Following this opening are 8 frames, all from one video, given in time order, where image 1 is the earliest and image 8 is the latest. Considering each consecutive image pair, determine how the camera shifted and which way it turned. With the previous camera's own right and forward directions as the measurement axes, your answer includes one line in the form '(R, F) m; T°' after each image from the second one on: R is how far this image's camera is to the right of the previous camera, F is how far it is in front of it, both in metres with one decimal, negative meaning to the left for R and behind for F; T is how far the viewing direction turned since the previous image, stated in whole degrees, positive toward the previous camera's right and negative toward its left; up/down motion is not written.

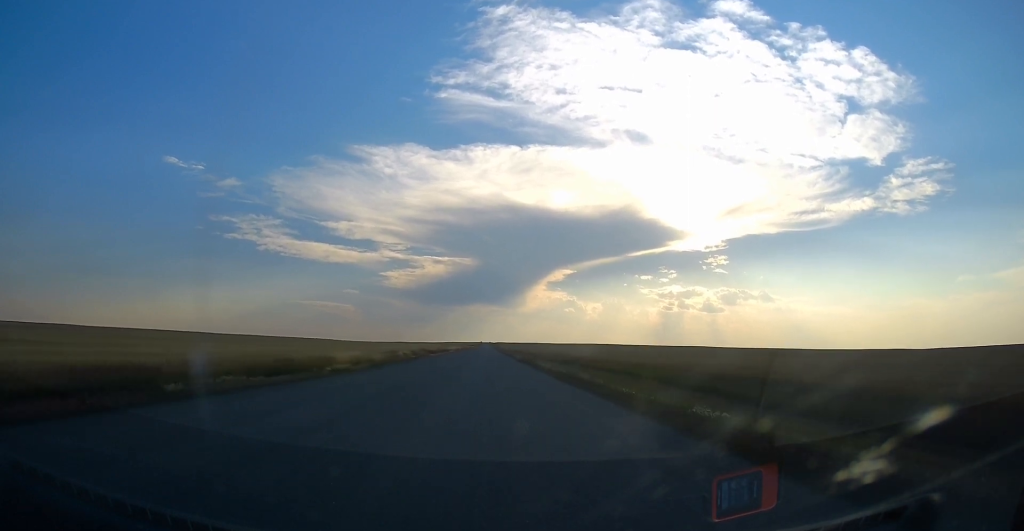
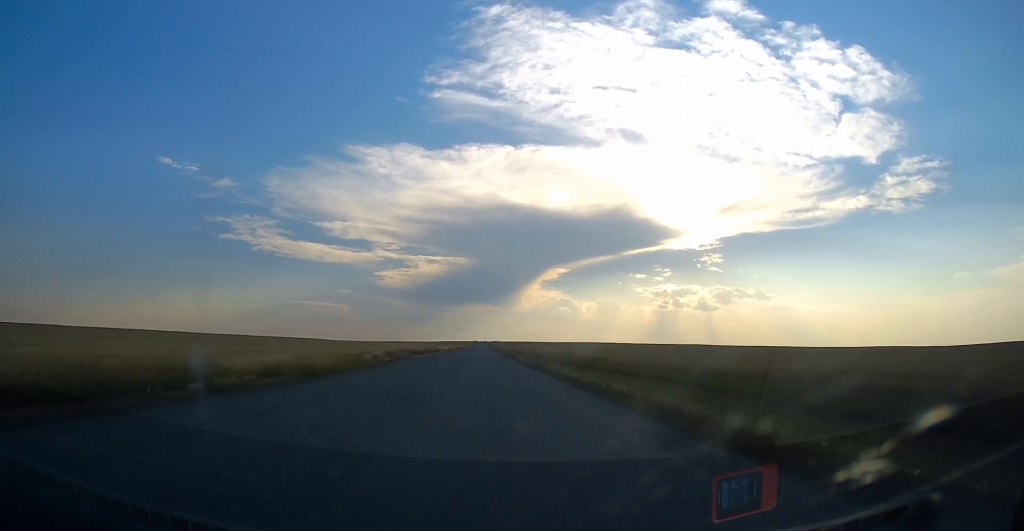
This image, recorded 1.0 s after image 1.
(-0.3, +16.6) m; -1°
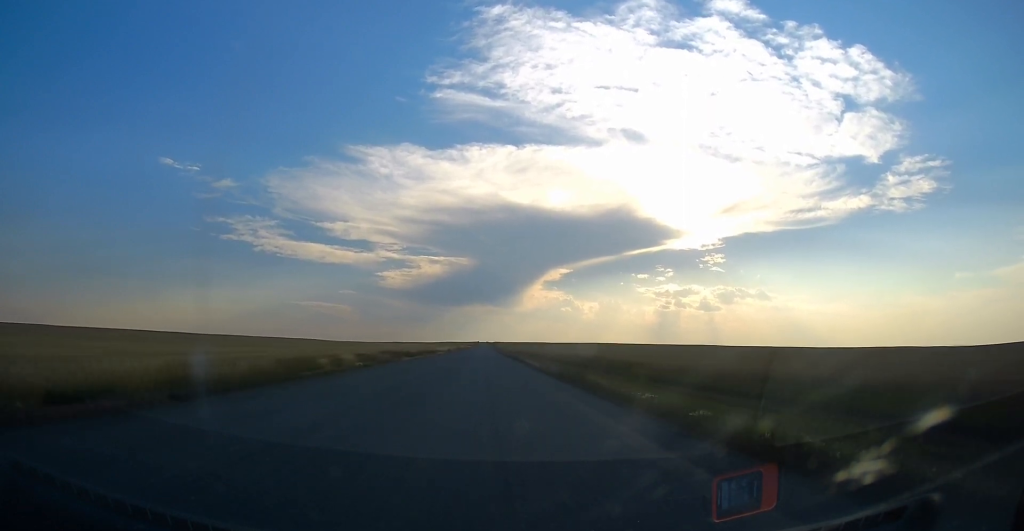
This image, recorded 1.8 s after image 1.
(0.0, +13.9) m; 0°
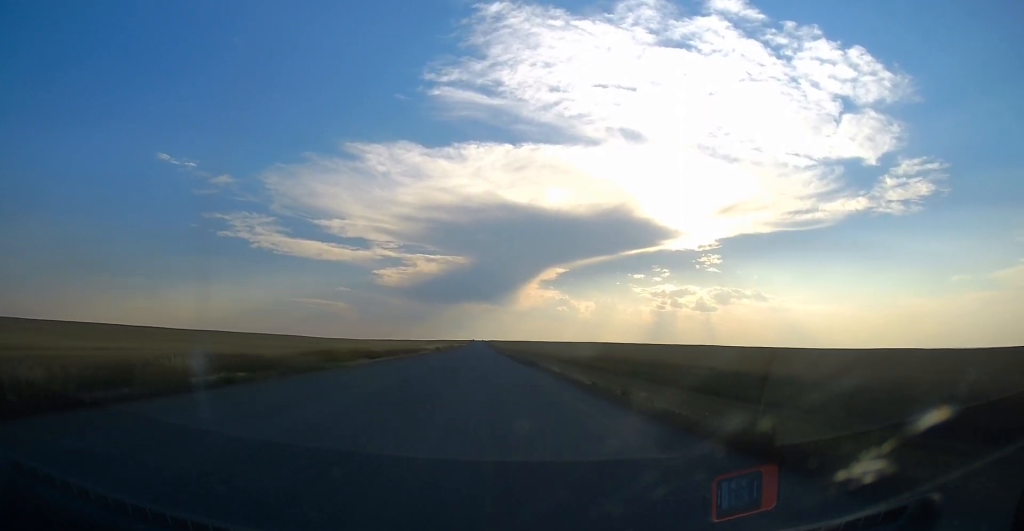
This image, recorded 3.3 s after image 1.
(0.0, +24.9) m; 0°
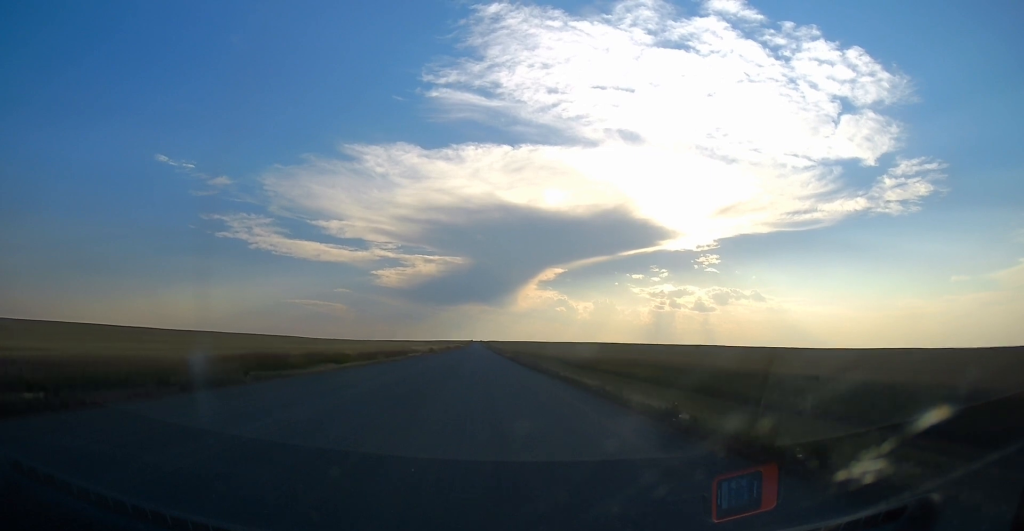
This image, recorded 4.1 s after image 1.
(0.0, +12.0) m; +1°
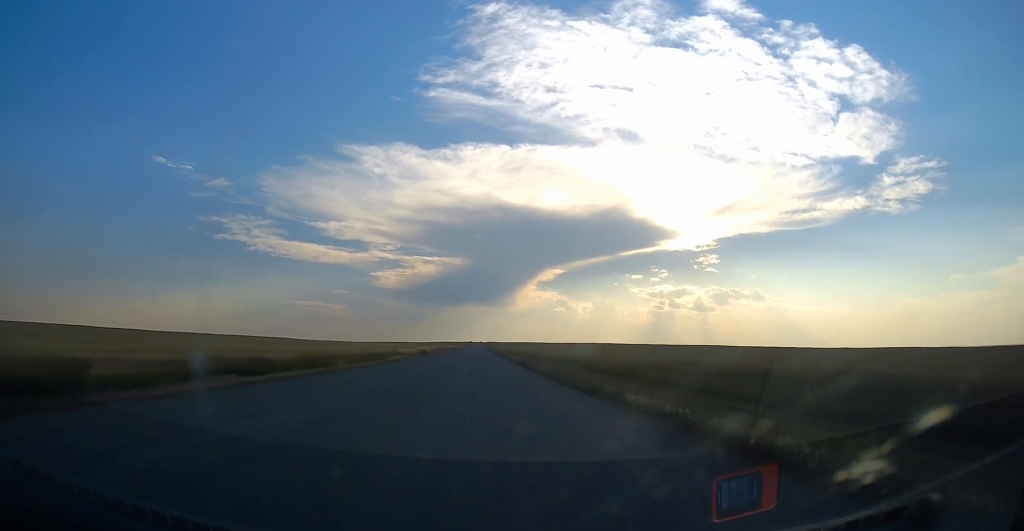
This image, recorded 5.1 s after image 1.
(+0.2, +16.9) m; +1°
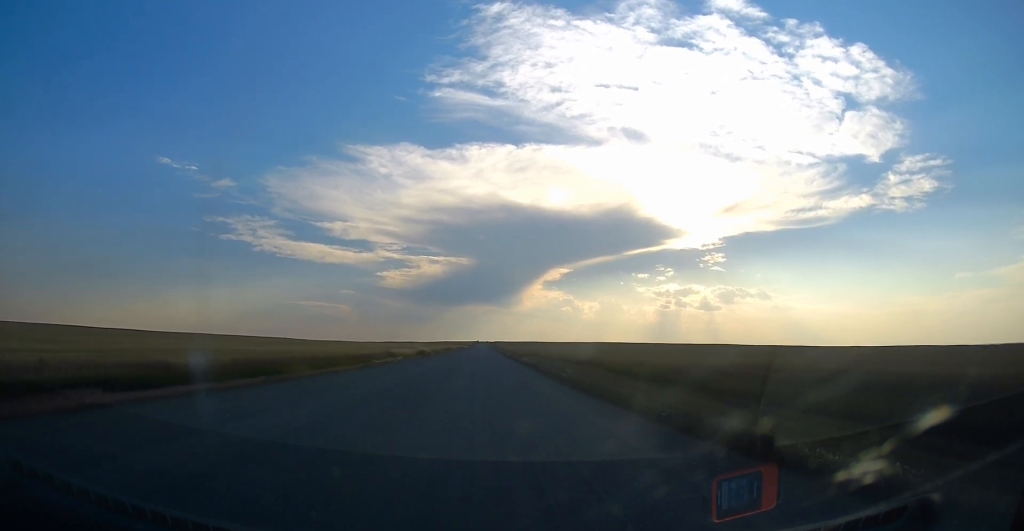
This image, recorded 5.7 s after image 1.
(+0.3, +10.3) m; 0°
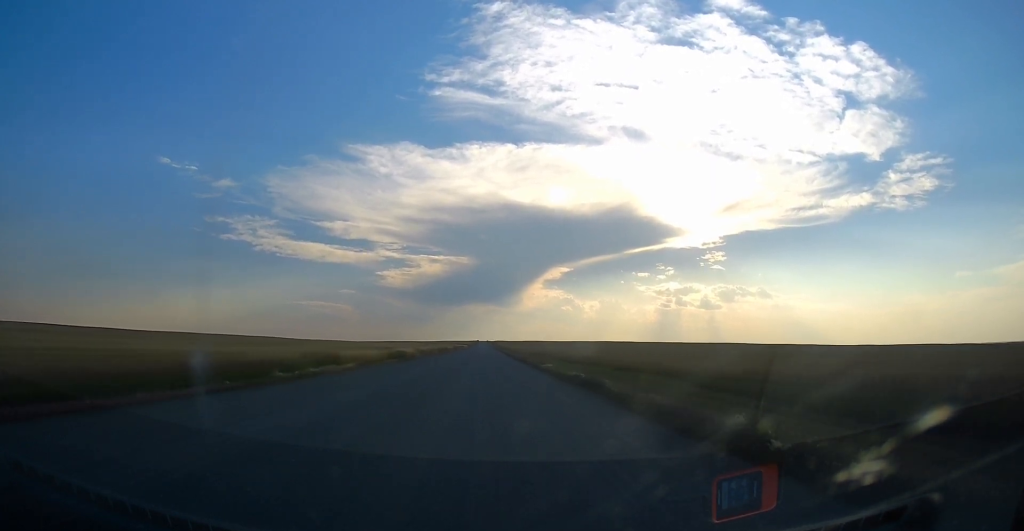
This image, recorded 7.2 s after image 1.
(-0.7, +24.0) m; -2°
